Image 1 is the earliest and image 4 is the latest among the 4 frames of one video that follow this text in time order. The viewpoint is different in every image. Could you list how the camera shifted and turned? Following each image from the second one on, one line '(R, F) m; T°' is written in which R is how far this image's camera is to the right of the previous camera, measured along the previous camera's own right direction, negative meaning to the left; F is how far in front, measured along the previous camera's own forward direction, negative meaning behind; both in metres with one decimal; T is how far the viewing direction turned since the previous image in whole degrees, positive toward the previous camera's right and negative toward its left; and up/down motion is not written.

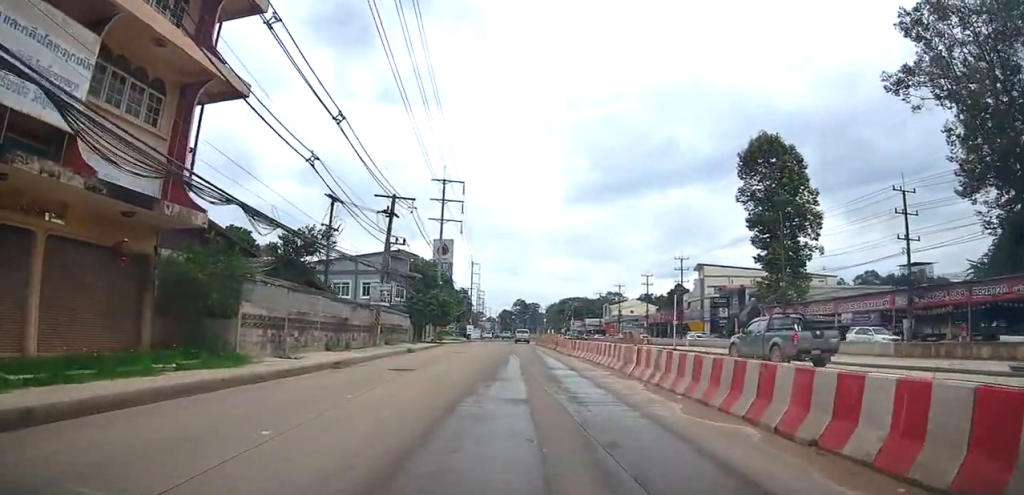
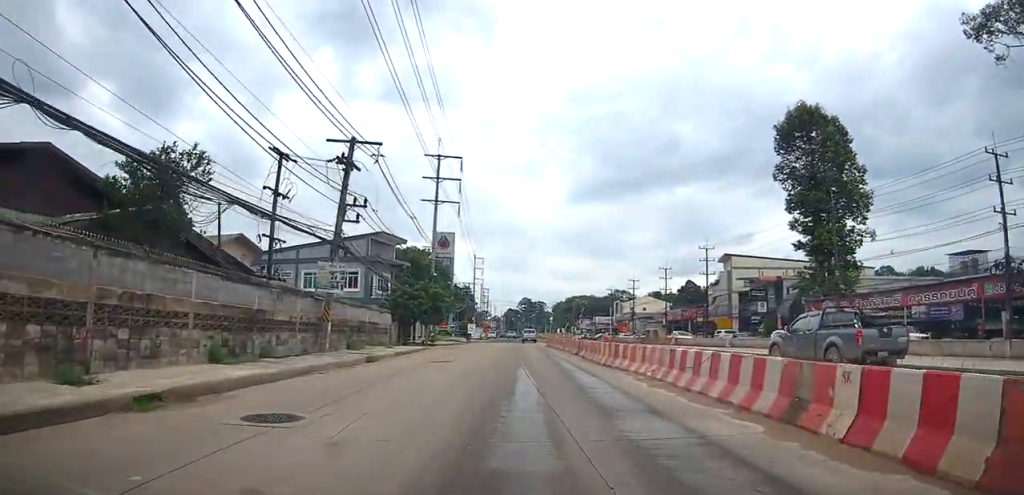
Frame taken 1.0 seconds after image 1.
(-0.3, +10.2) m; -3°
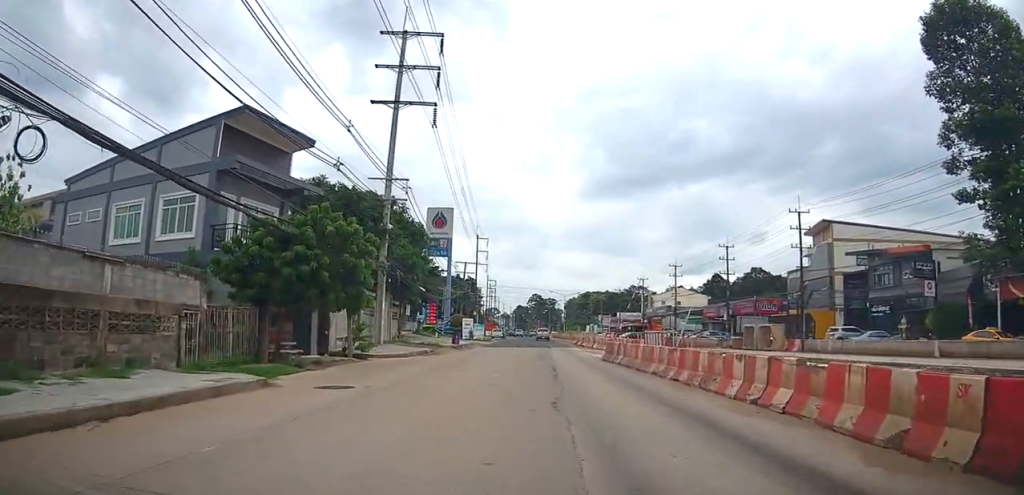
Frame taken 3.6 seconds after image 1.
(-0.6, +26.8) m; -2°
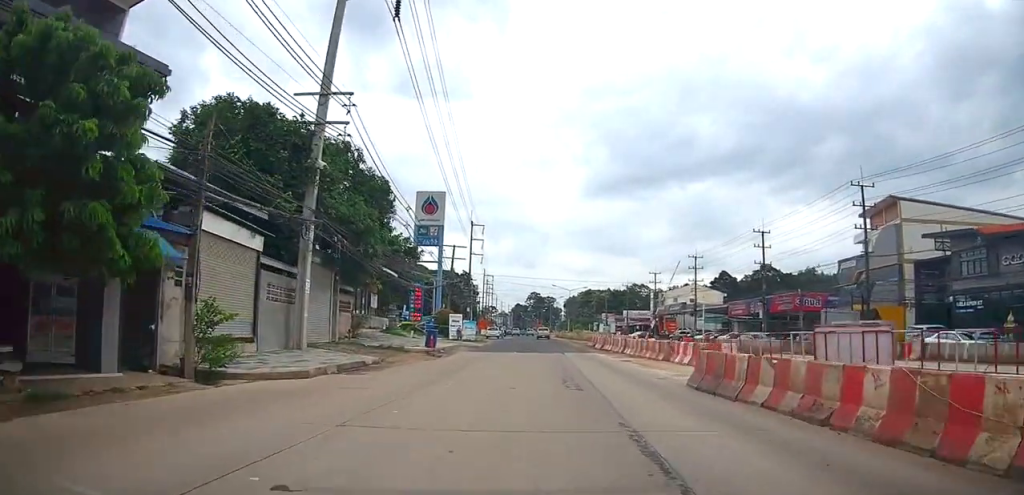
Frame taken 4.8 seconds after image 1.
(-0.2, +12.8) m; -1°
